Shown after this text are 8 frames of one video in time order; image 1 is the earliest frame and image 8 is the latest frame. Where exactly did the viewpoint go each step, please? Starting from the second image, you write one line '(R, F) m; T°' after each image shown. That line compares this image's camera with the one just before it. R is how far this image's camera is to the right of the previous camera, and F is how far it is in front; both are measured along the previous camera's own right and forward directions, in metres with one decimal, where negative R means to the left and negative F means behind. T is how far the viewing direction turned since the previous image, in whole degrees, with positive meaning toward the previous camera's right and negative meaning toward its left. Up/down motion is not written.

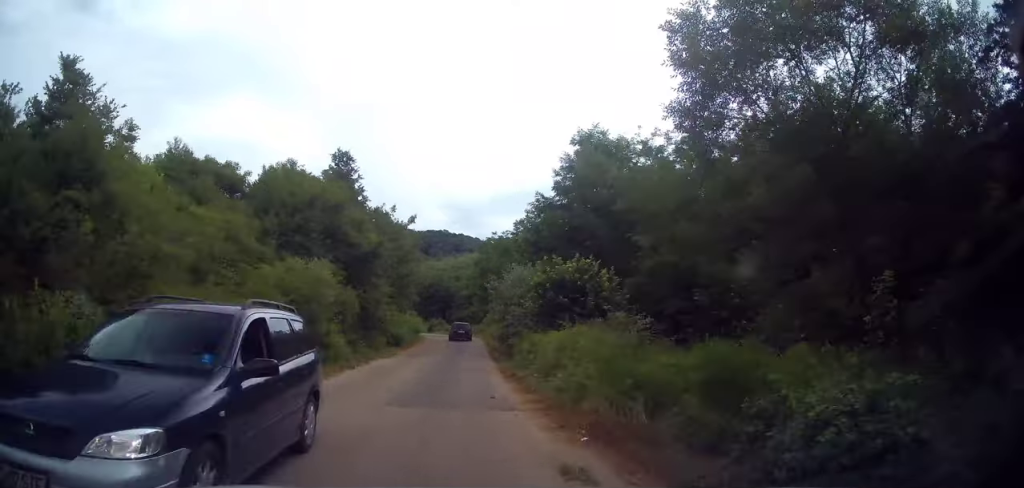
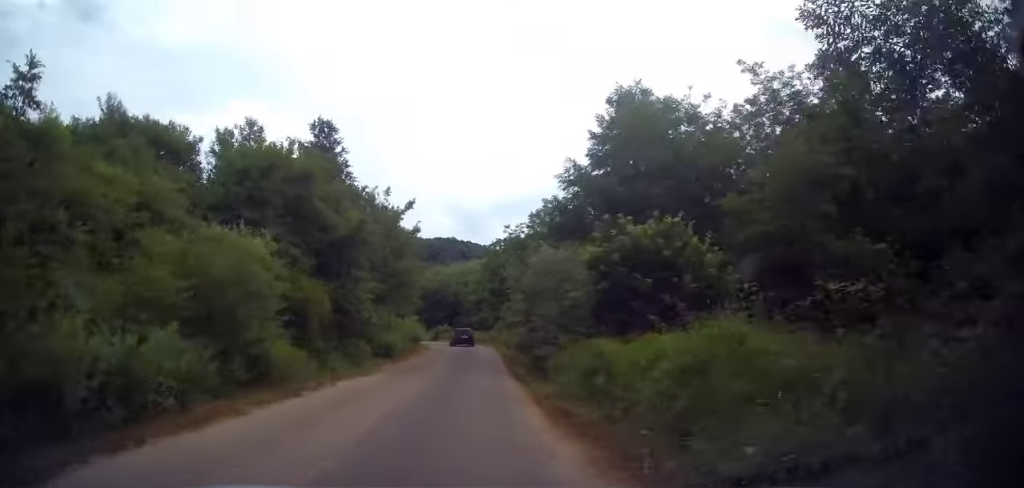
(+0.4, +6.6) m; +2°
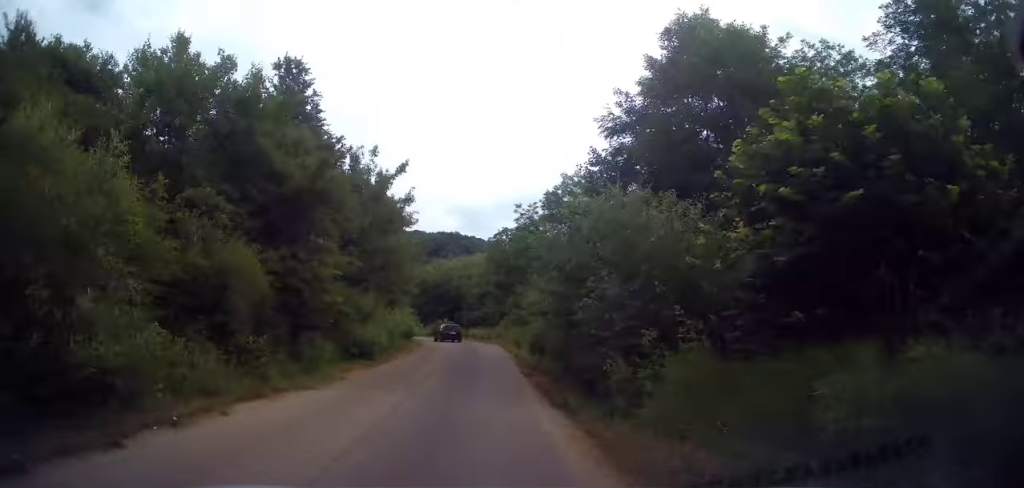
(-0.3, +6.3) m; -1°
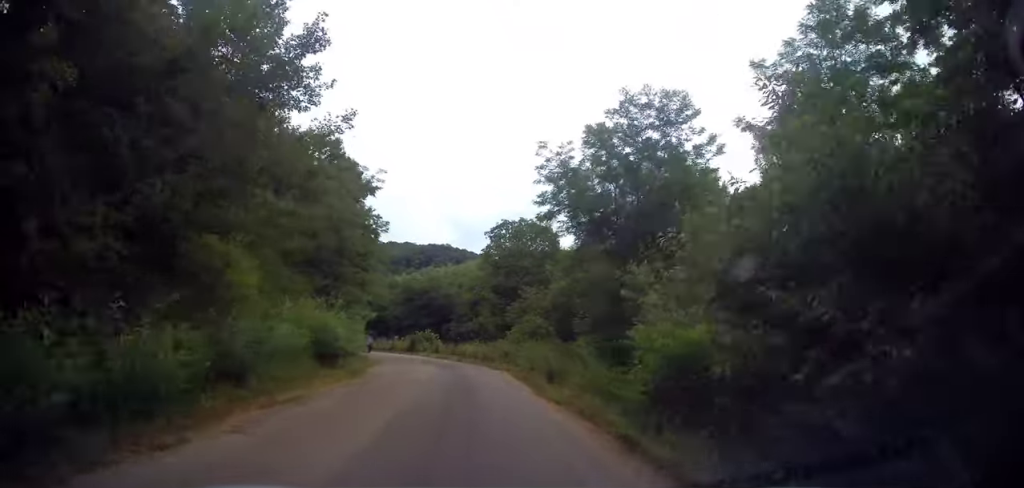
(0.0, +15.2) m; -1°
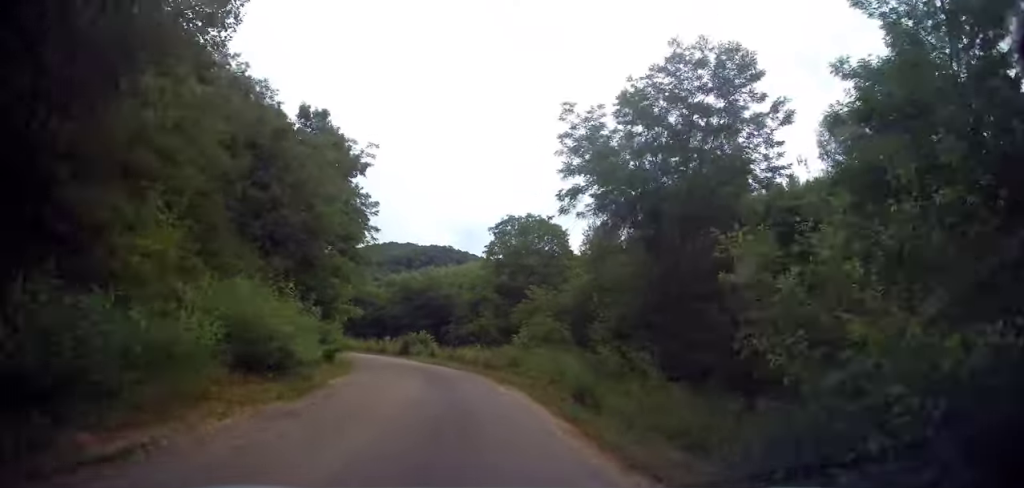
(-0.1, +4.9) m; -1°
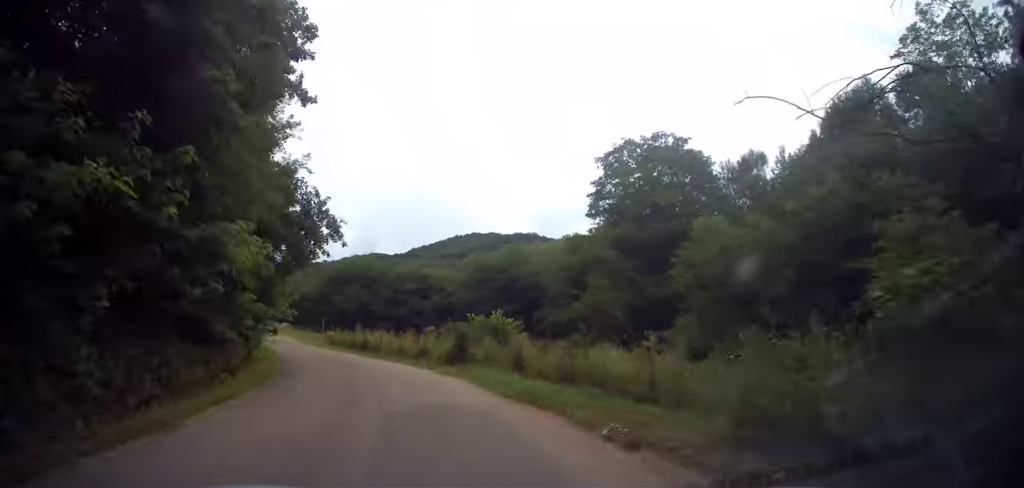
(-0.9, +21.7) m; -8°
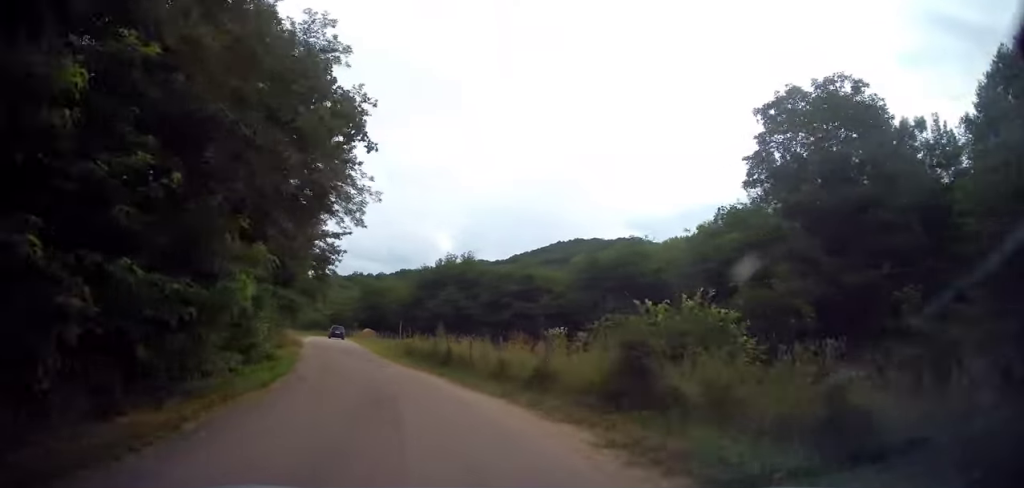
(-0.6, +10.5) m; -11°
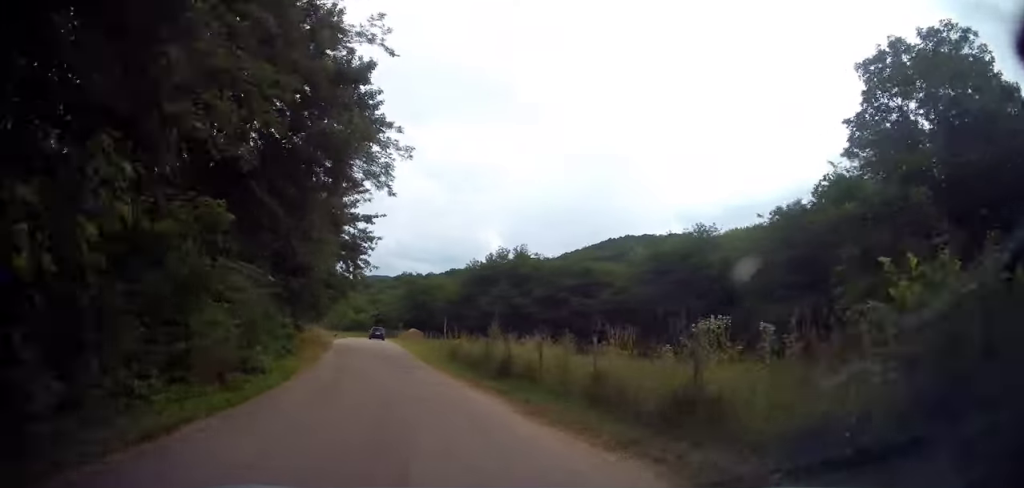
(-0.6, +5.6) m; -6°
